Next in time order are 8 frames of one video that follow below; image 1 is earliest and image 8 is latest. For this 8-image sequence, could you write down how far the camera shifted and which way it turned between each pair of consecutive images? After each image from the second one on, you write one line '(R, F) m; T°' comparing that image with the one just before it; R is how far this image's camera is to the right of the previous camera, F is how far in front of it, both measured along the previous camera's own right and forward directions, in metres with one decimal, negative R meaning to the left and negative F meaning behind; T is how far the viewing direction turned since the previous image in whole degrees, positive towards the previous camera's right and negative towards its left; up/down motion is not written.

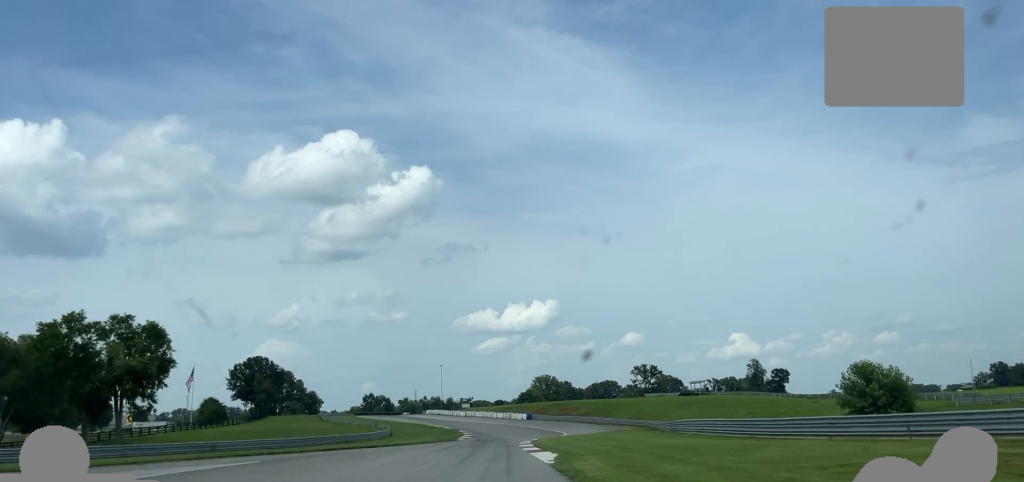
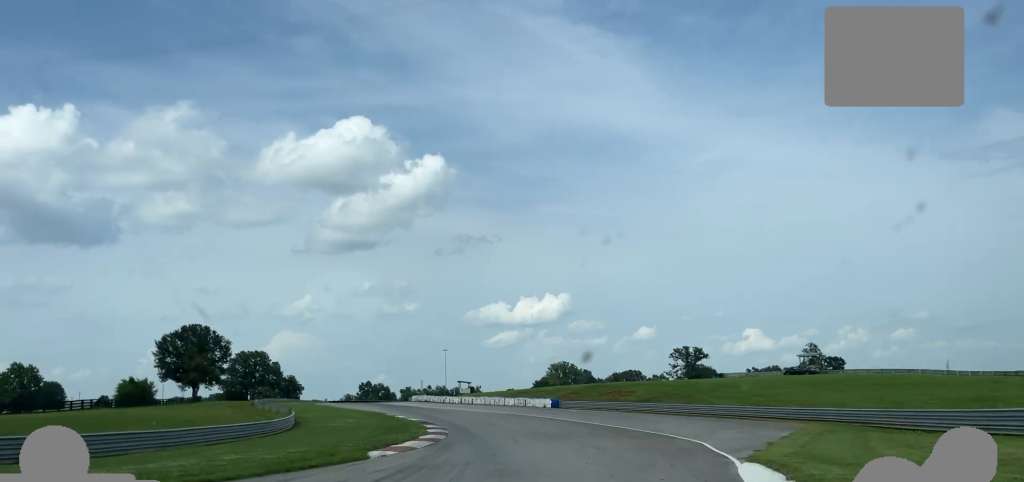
(-0.4, +56.9) m; -3°
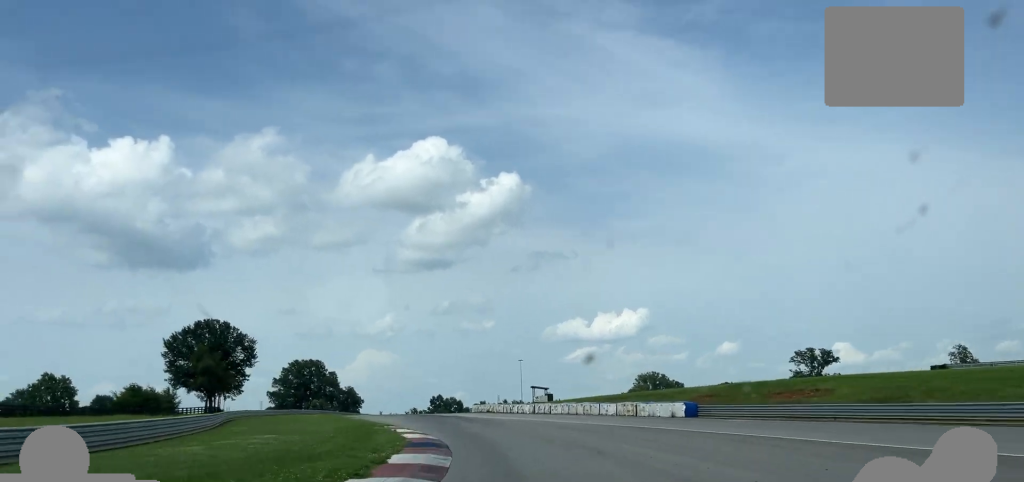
(-1.4, +39.7) m; -4°
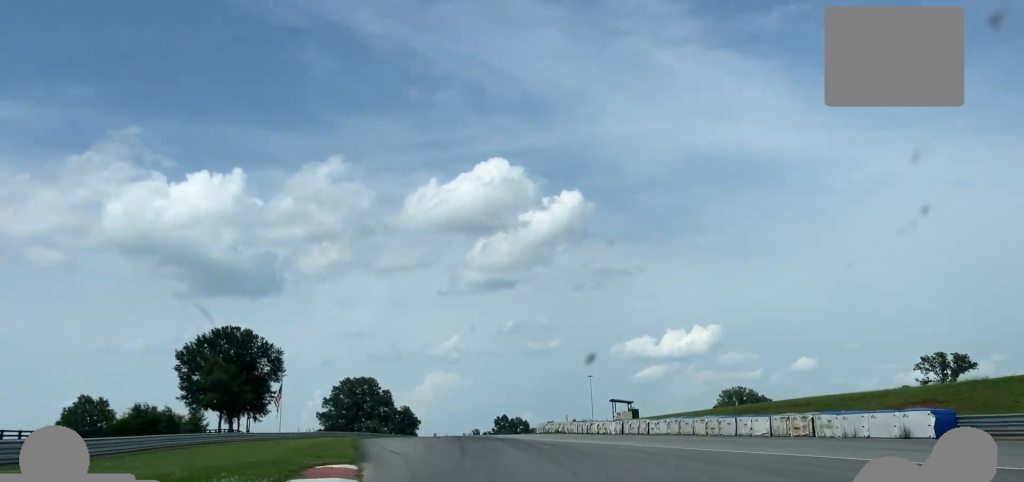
(-0.1, +25.5) m; -3°
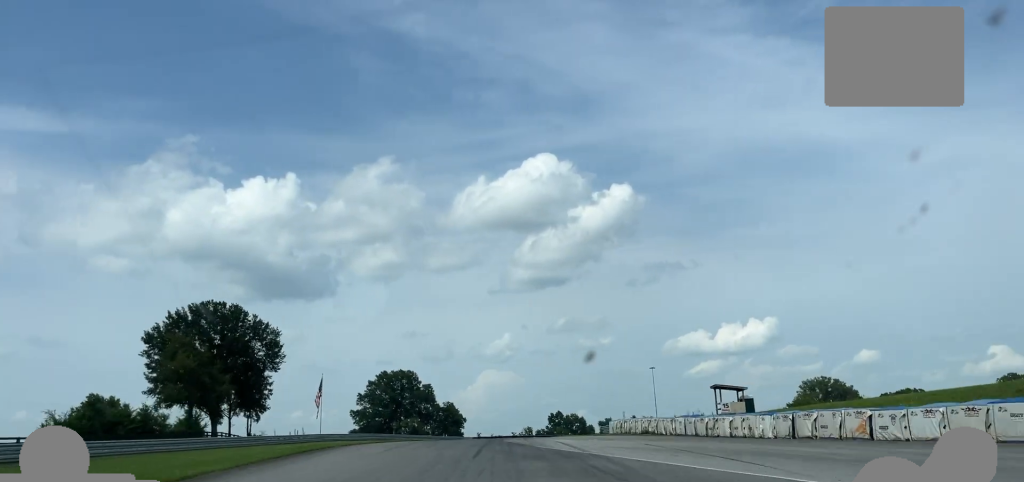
(-1.7, +28.7) m; -2°
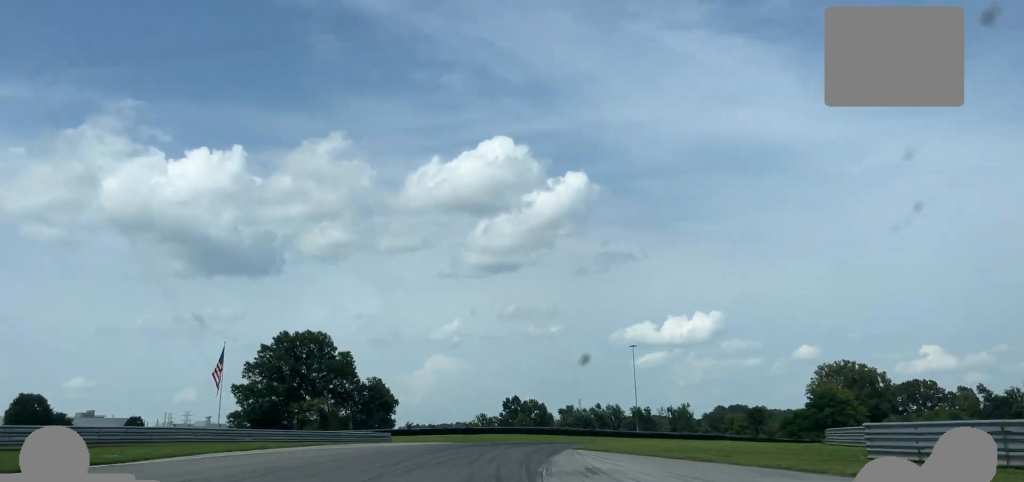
(-2.0, +62.7) m; +2°
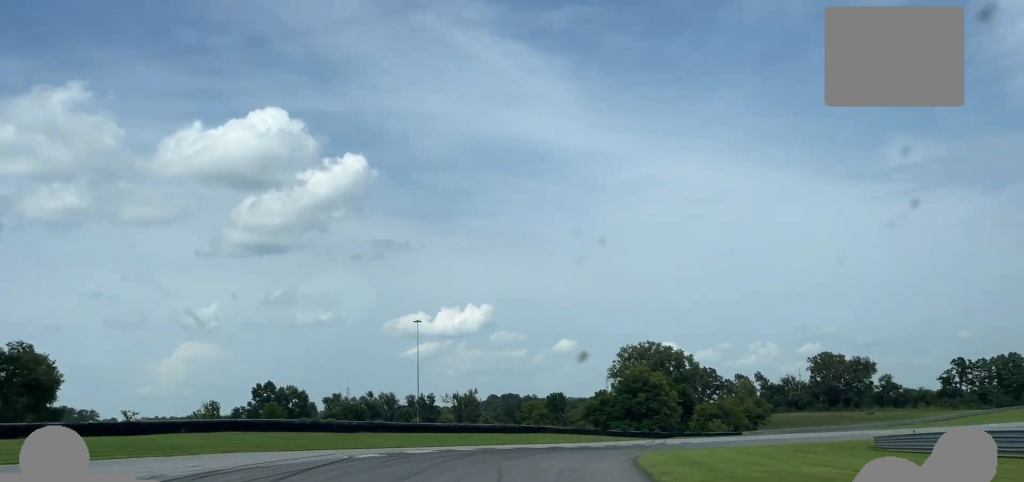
(+6.1, +47.9) m; +17°
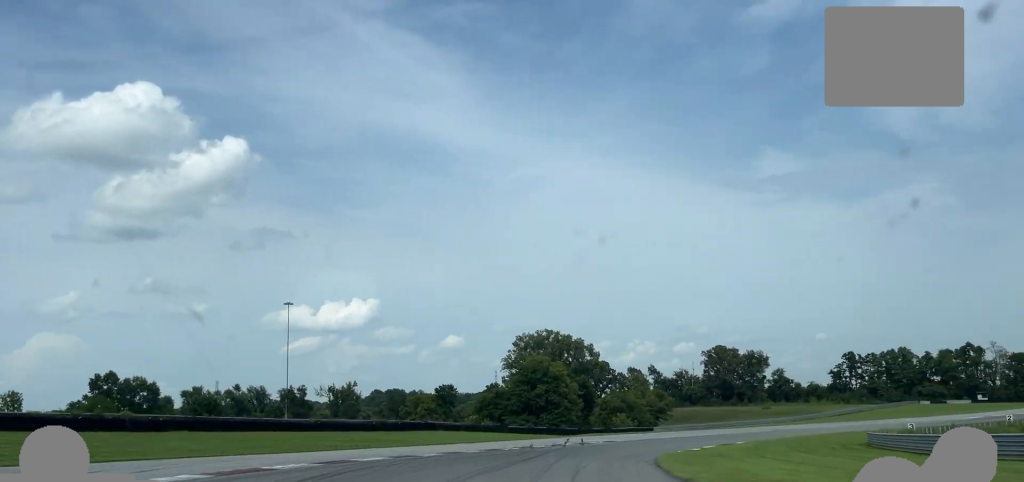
(+2.2, +22.5) m; +10°
